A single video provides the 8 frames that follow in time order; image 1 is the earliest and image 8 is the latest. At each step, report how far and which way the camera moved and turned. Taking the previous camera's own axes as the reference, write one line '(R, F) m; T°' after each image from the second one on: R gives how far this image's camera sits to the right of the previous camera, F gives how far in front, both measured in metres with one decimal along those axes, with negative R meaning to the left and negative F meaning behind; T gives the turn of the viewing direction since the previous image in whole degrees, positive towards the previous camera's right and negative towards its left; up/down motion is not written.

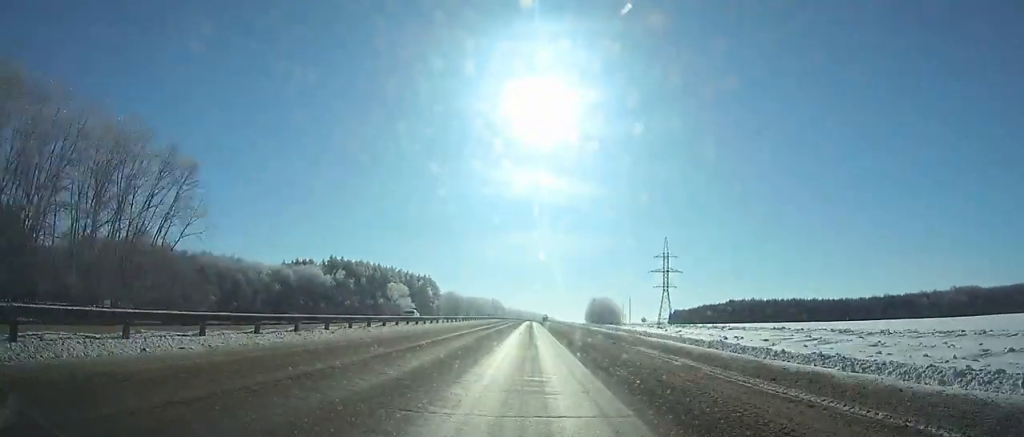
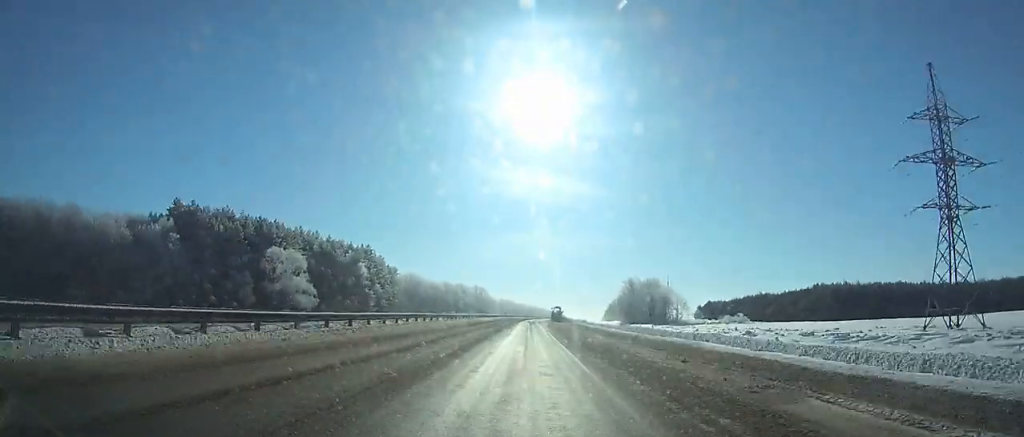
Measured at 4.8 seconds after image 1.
(-0.1, +113.2) m; 0°
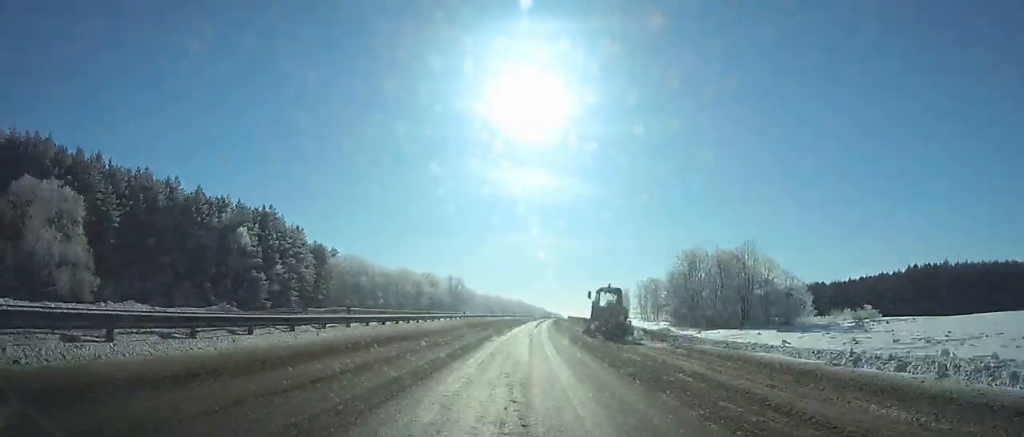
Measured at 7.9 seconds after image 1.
(+0.4, +74.6) m; +1°
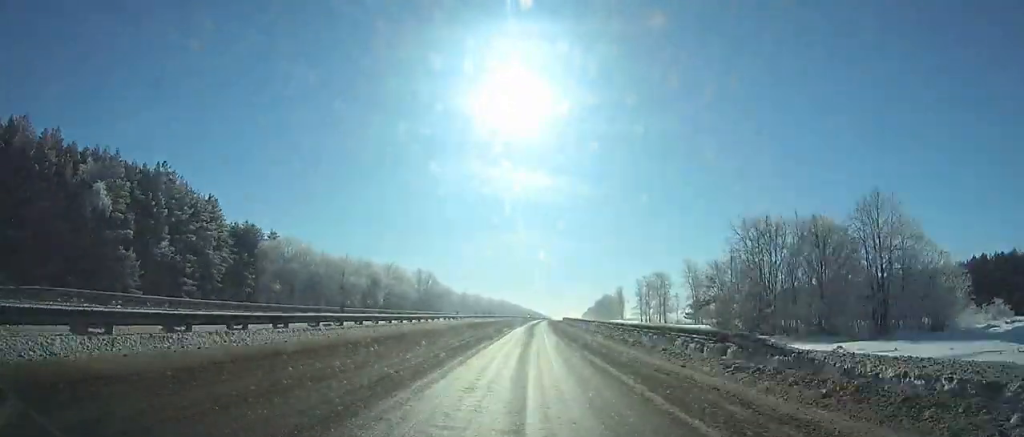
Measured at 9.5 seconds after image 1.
(+0.5, +38.7) m; +1°
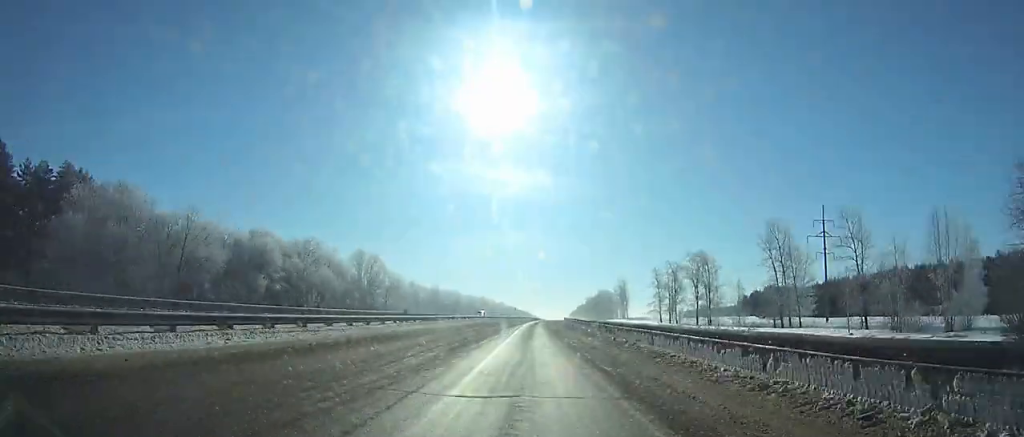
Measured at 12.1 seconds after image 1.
(+0.9, +63.2) m; +2°
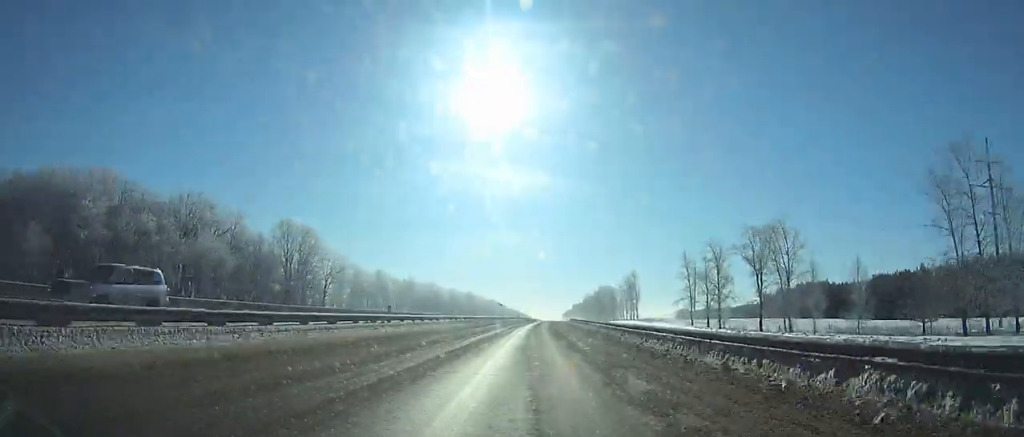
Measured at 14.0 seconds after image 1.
(+0.3, +46.5) m; +1°
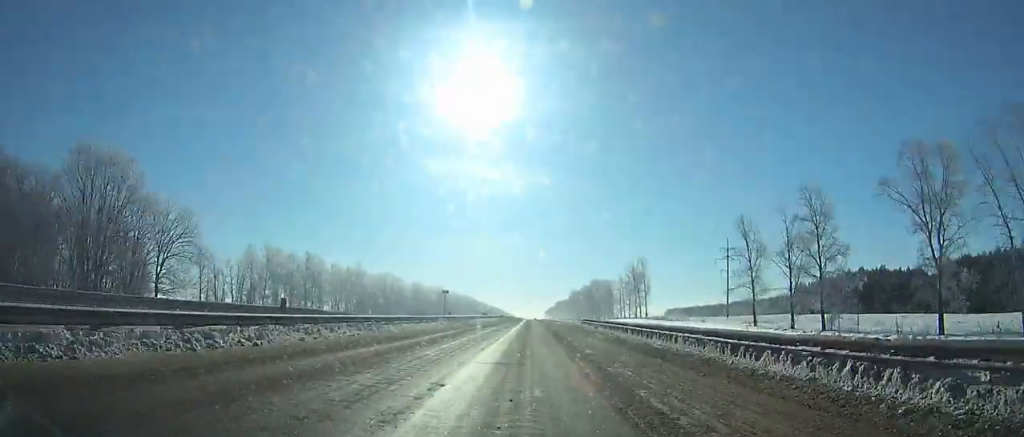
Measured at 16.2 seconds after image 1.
(+0.7, +54.7) m; +1°
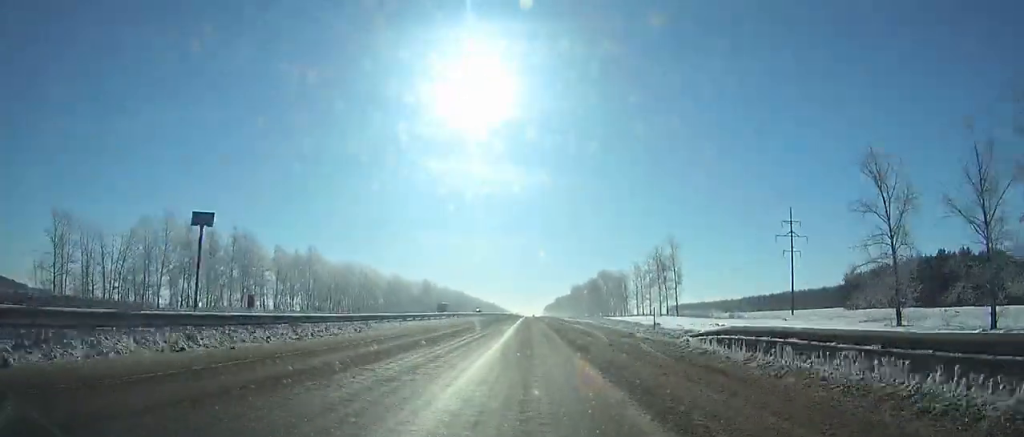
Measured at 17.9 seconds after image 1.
(+0.2, +42.7) m; +1°
